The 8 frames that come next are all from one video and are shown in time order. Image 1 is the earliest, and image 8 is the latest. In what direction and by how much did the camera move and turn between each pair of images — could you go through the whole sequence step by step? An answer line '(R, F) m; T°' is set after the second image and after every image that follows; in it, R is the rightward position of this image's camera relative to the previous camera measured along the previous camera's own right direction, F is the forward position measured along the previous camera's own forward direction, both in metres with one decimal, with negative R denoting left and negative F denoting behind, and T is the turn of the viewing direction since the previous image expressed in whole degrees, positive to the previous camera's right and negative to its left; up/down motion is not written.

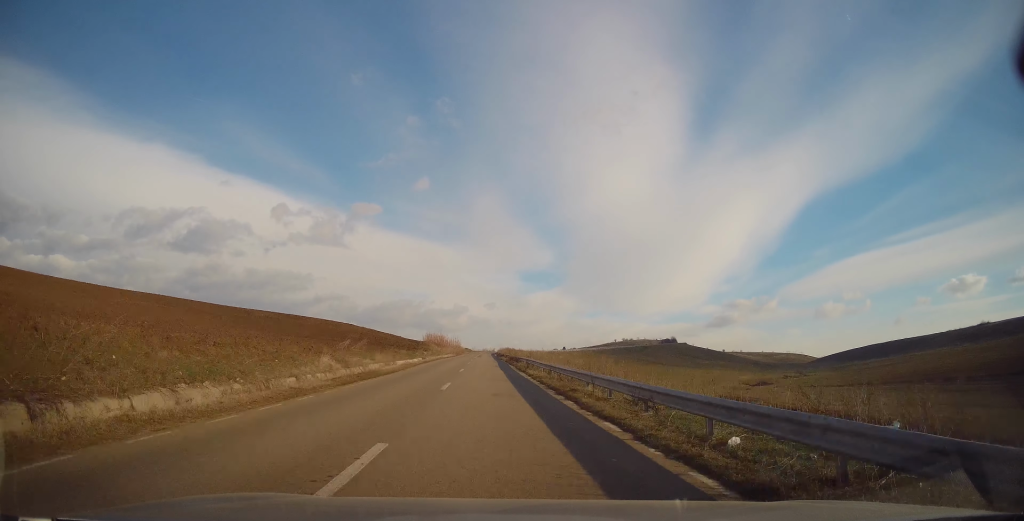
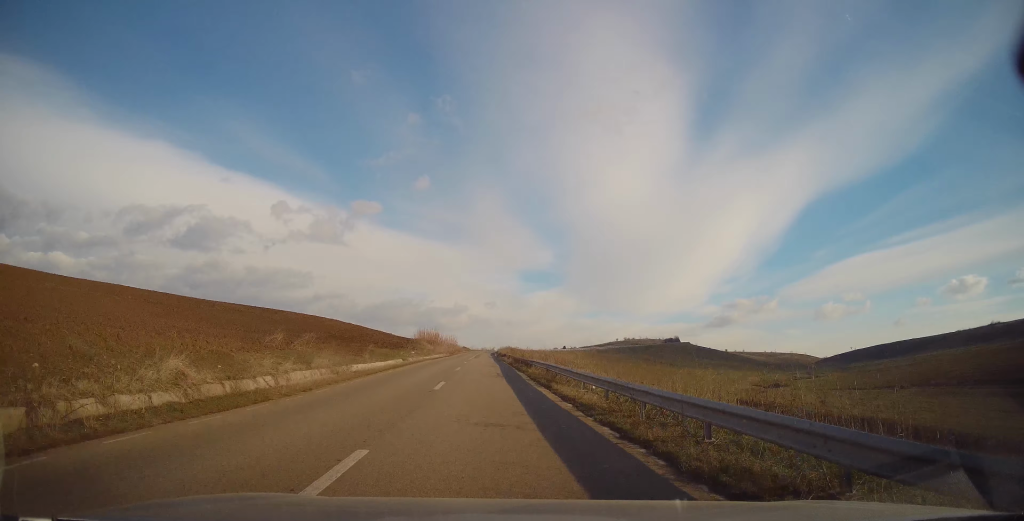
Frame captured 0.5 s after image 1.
(-0.1, +11.8) m; 0°
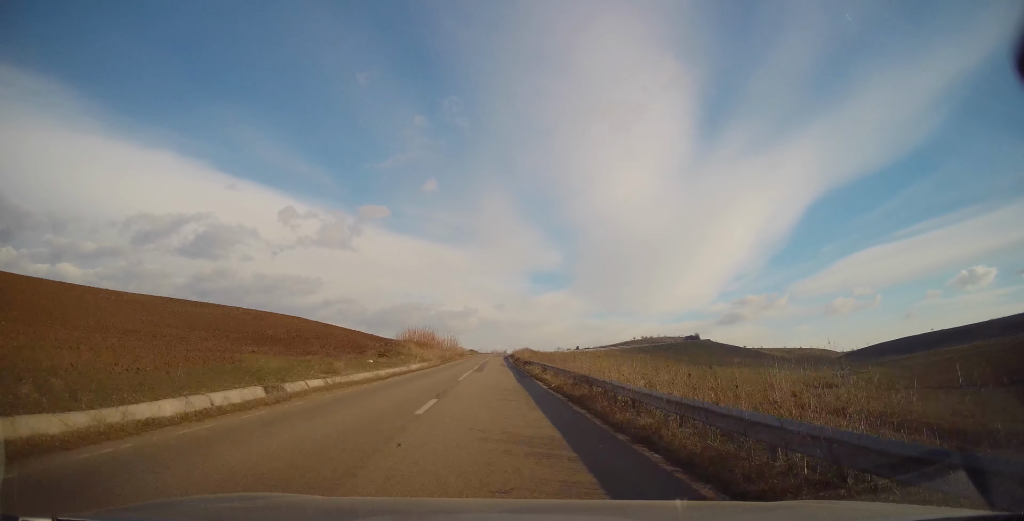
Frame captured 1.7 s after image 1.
(+0.2, +28.7) m; -1°
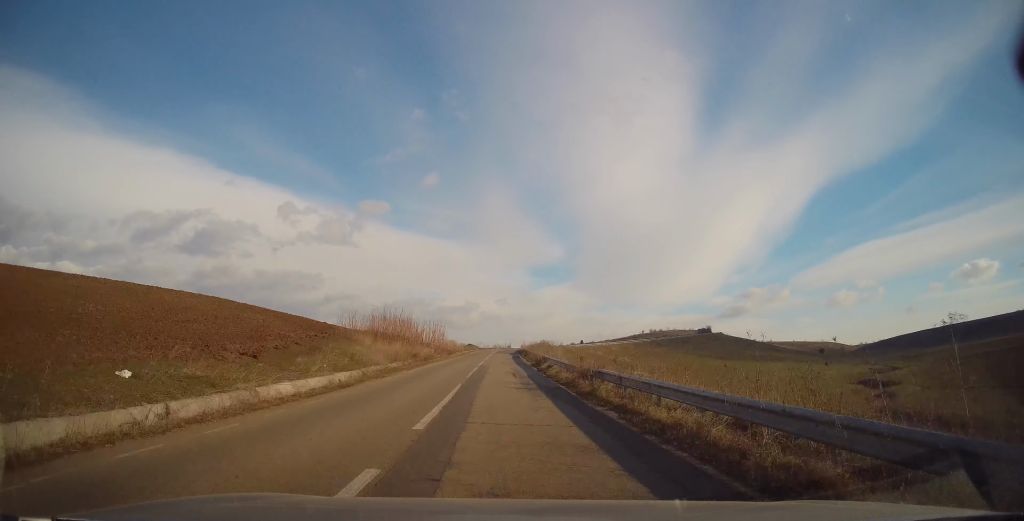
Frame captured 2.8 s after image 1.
(-0.4, +27.8) m; -1°
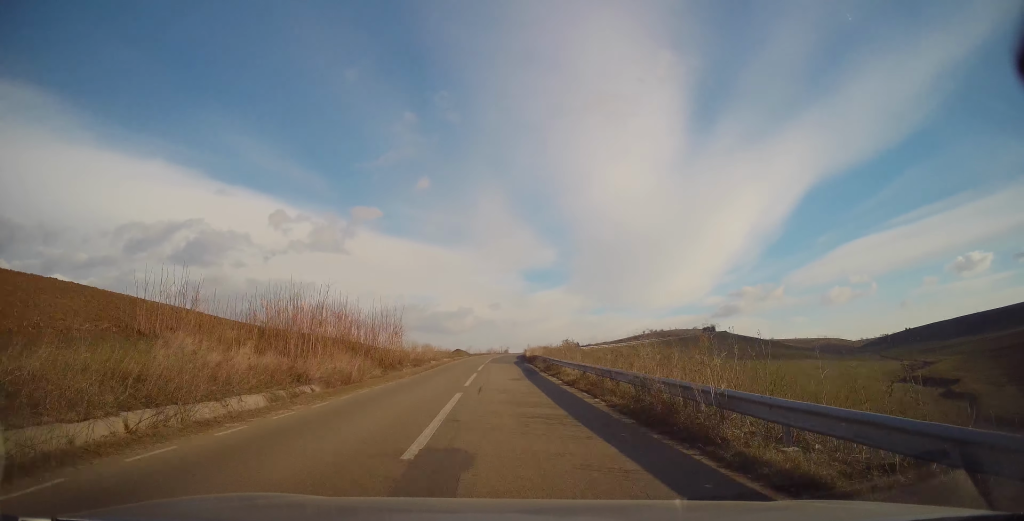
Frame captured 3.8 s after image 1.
(+0.1, +24.8) m; 0°
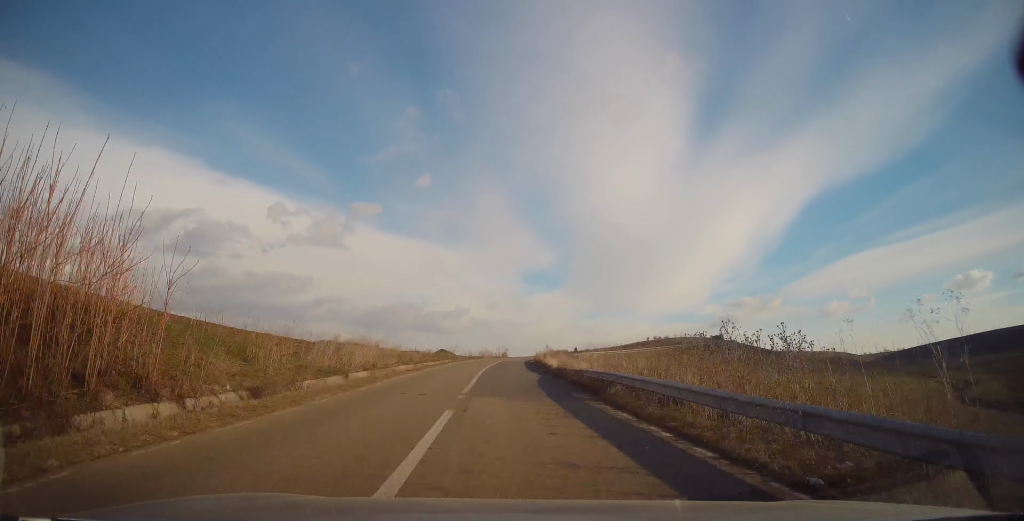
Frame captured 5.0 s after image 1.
(0.0, +27.9) m; +1°
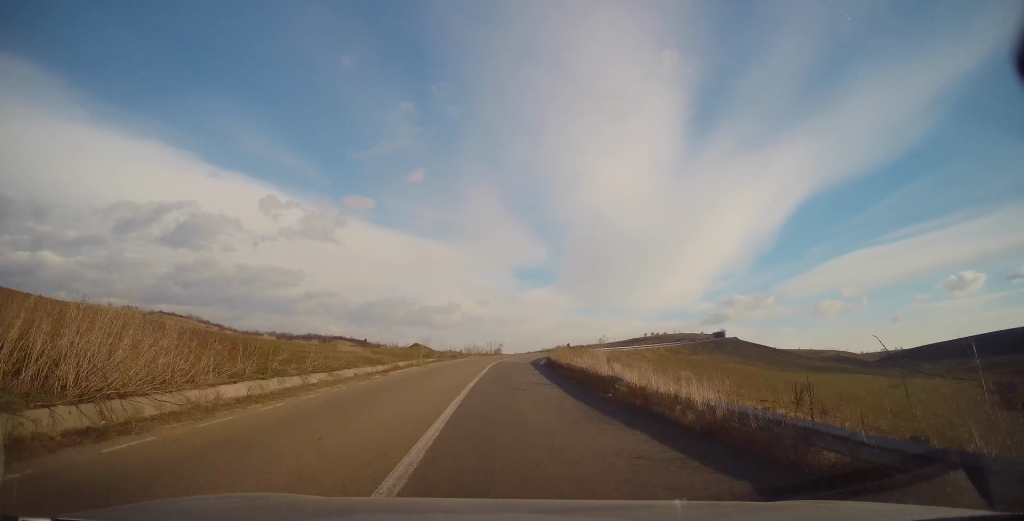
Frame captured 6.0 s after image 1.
(+0.4, +22.2) m; +2°
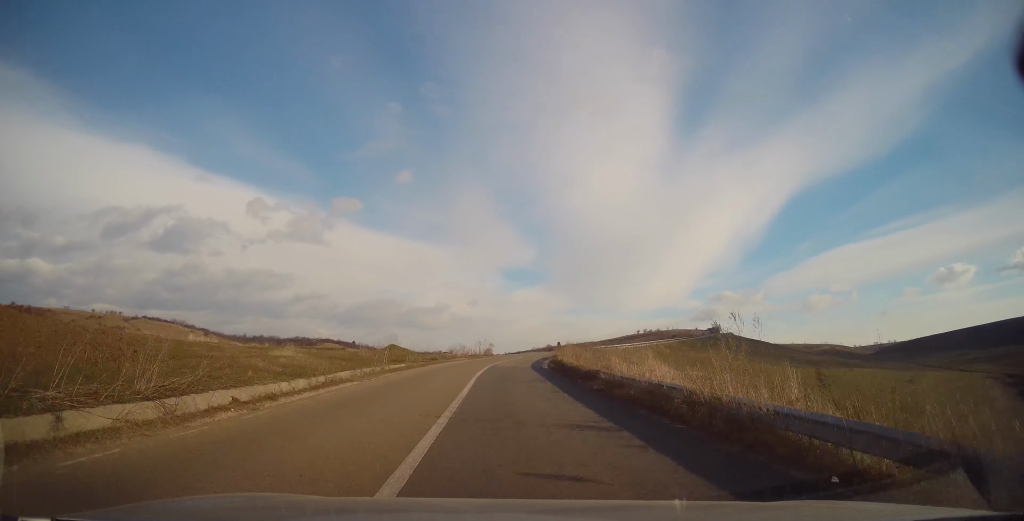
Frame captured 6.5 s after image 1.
(+0.1, +10.5) m; +1°
